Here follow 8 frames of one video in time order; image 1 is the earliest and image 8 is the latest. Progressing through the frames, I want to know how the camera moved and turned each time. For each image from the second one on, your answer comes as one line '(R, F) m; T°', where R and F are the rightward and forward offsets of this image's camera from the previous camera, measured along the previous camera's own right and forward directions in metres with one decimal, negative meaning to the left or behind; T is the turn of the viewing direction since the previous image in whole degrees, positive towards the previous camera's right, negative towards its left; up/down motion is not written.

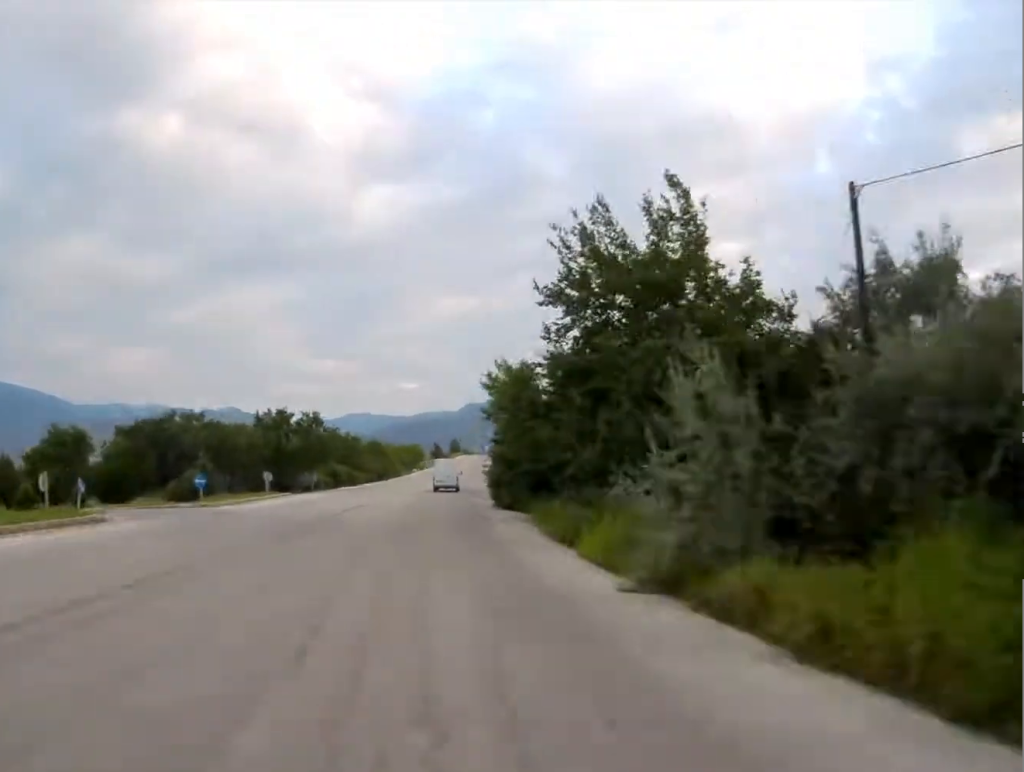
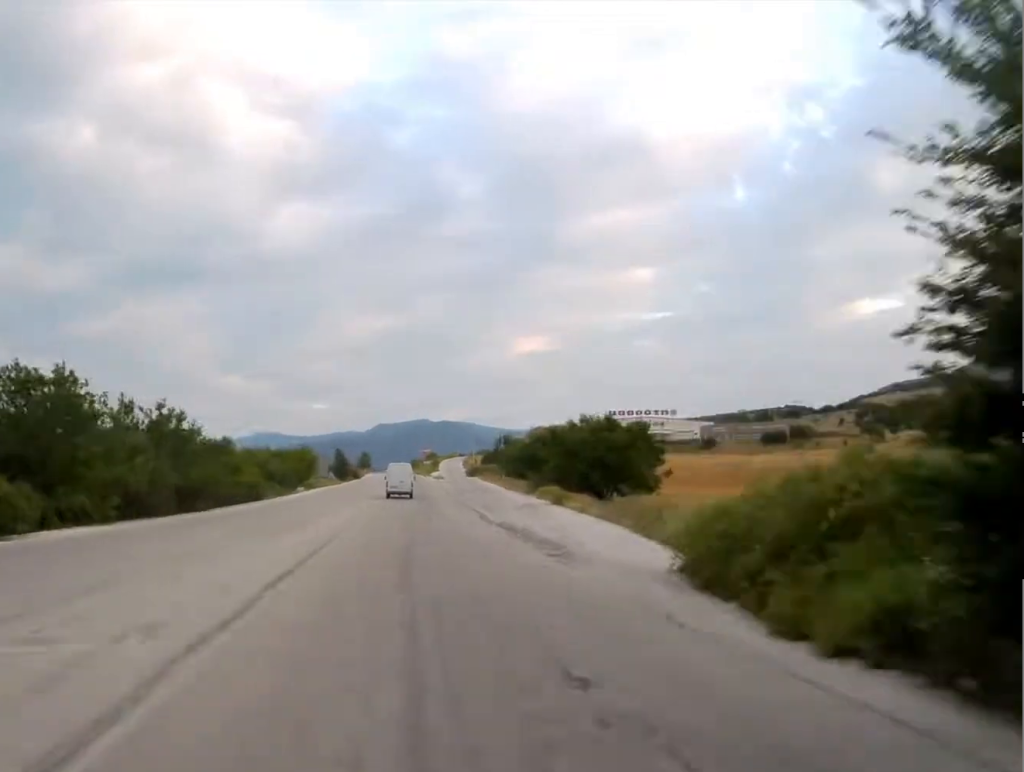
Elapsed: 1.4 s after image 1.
(+2.3, +62.5) m; +4°
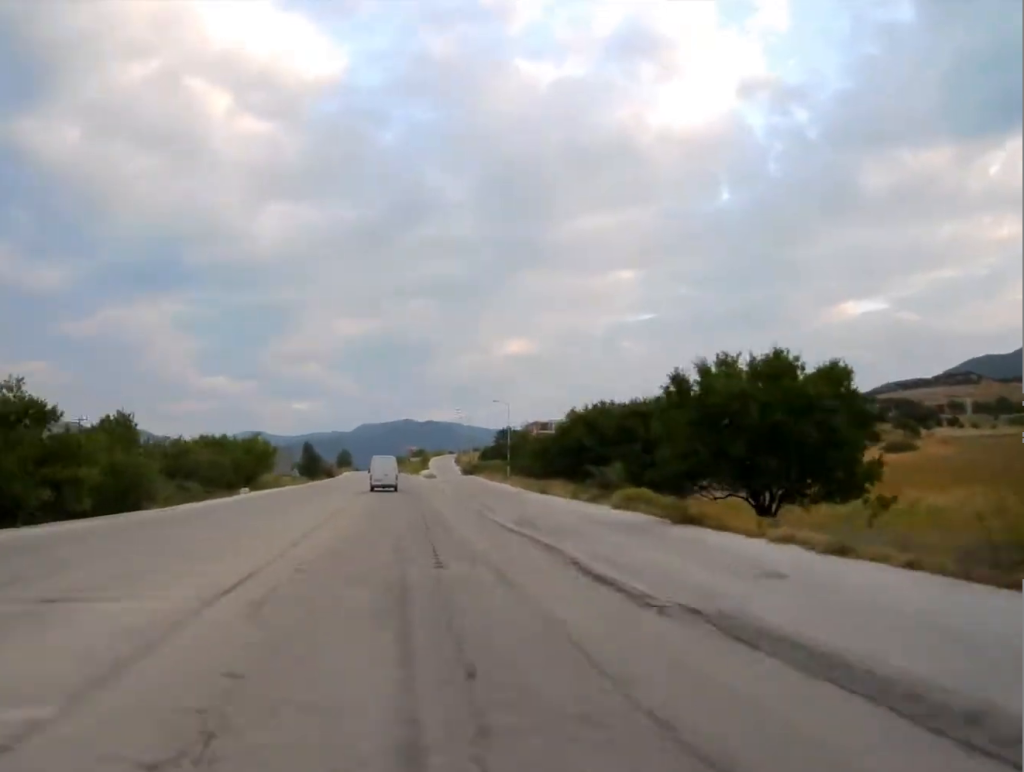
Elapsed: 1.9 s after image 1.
(+0.6, +24.5) m; +1°
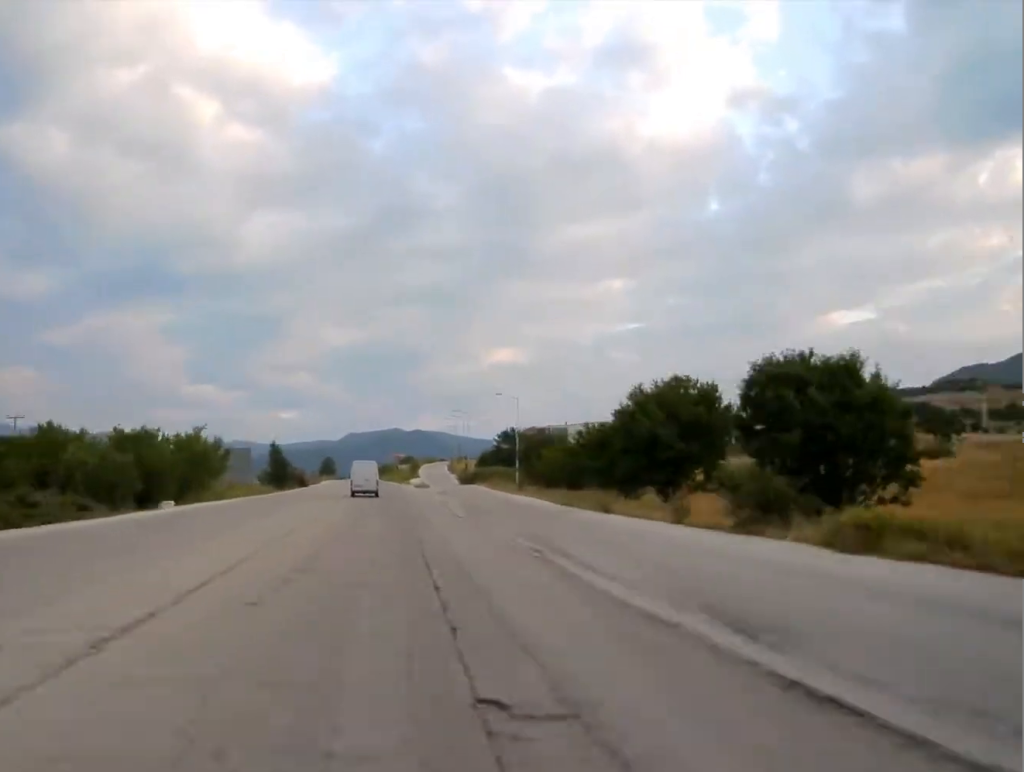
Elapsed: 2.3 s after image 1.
(+0.1, +18.4) m; +1°
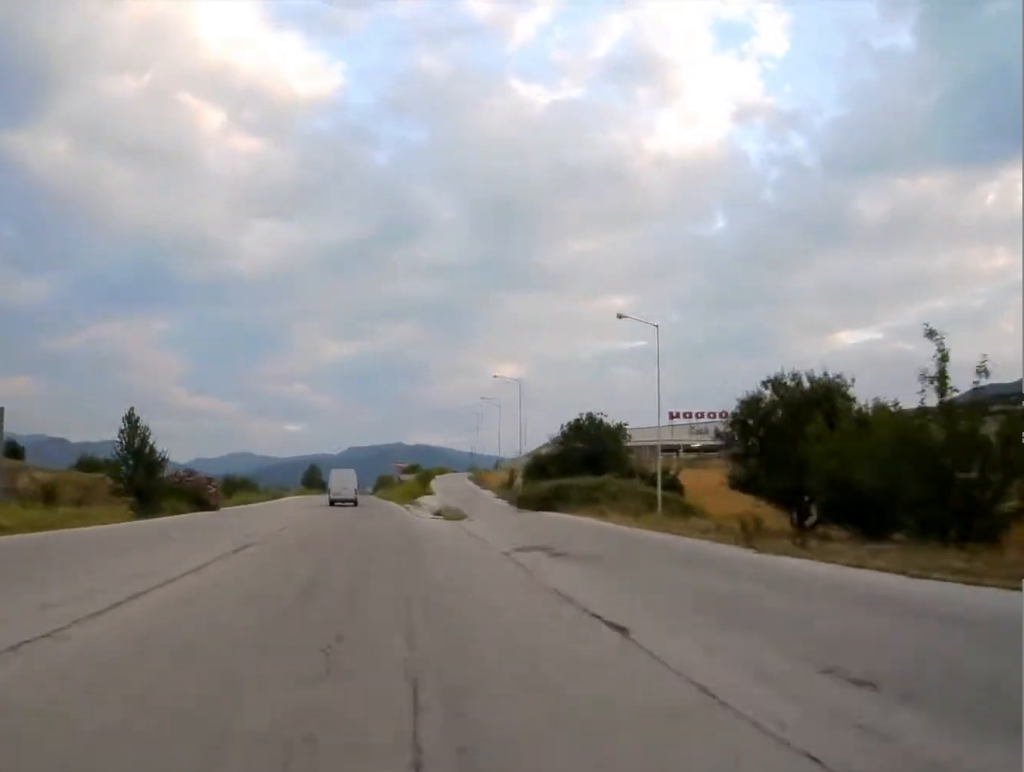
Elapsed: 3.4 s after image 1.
(+0.2, +51.4) m; 0°
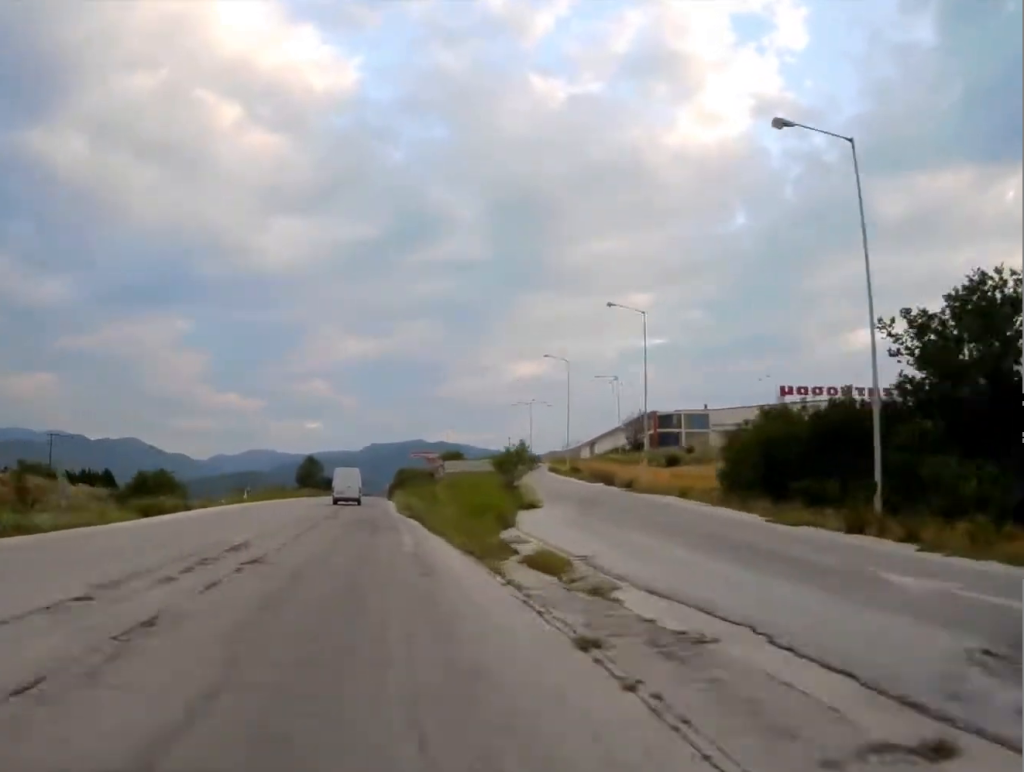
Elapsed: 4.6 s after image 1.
(-0.6, +52.3) m; -2°
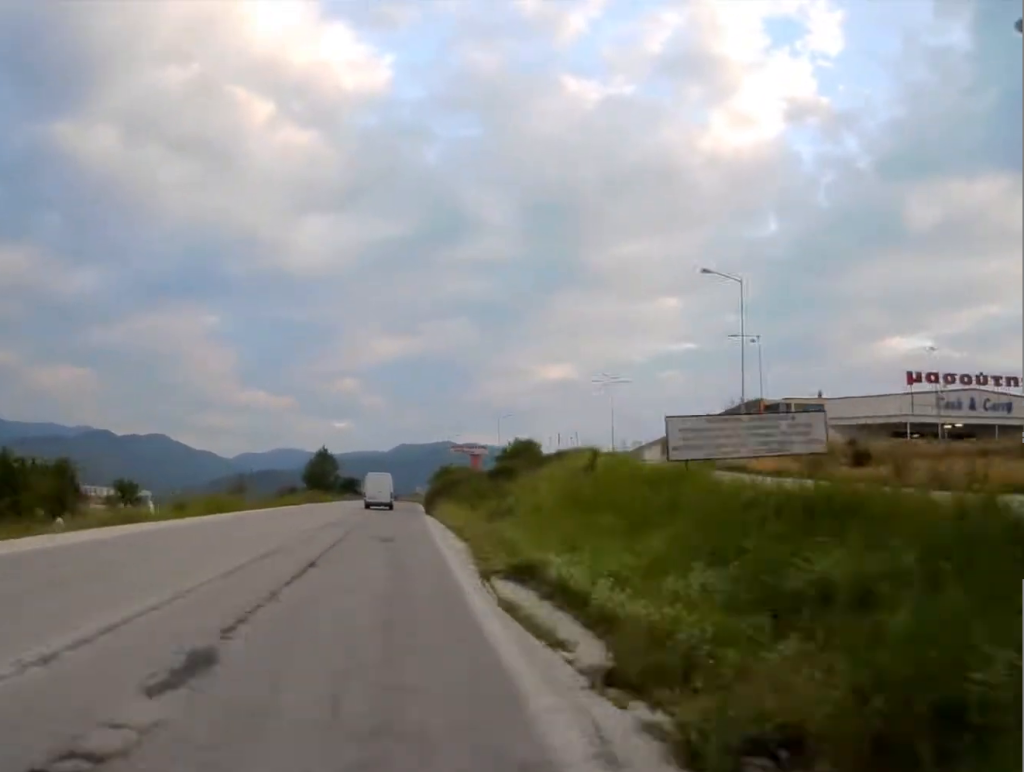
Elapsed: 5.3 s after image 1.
(-0.6, +33.7) m; -1°
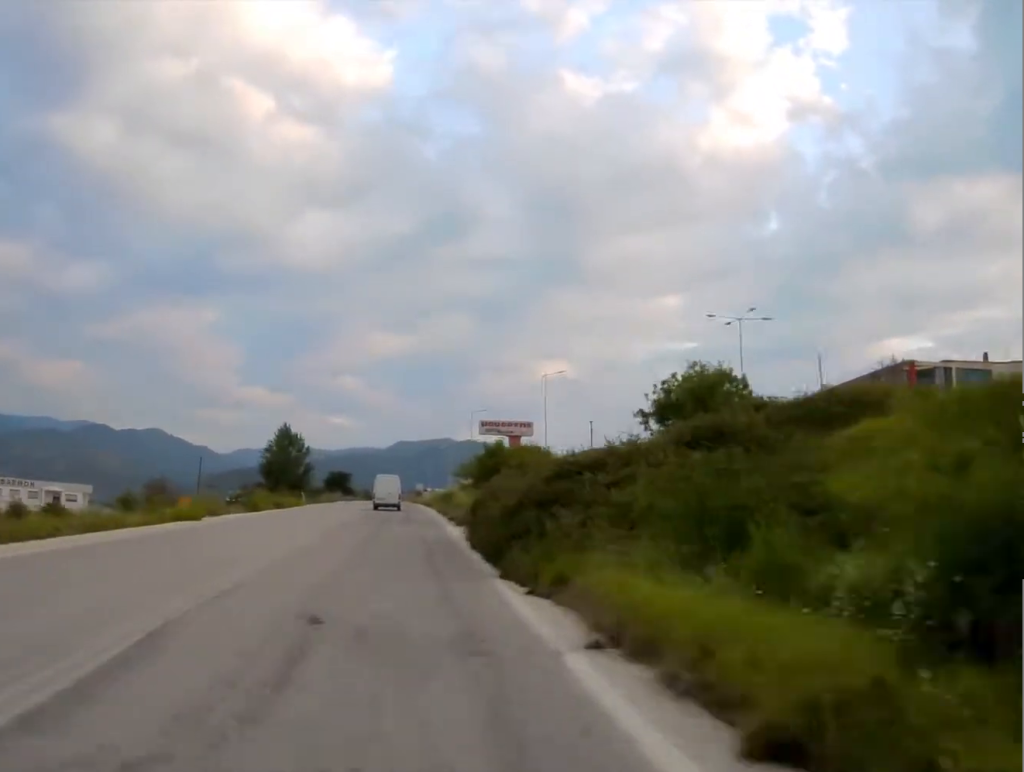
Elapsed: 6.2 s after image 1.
(-0.1, +39.4) m; 0°
